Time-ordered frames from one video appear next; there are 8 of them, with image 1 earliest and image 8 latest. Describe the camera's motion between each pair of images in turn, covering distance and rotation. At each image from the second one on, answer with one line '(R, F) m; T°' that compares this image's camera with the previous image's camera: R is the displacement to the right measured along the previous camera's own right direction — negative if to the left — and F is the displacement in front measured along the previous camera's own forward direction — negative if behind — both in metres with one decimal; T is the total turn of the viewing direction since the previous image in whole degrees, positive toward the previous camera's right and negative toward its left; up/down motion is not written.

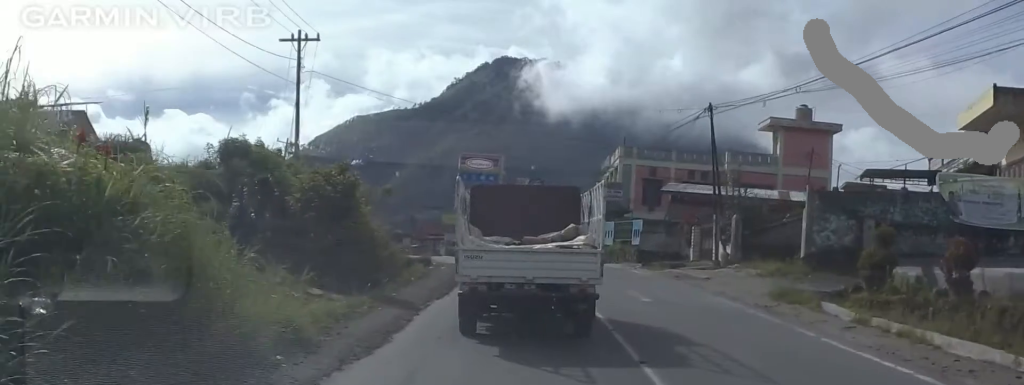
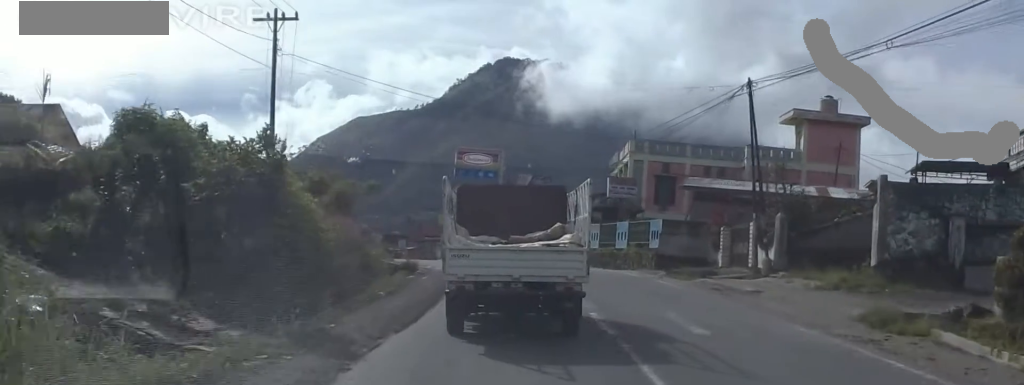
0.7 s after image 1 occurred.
(-0.5, +5.7) m; +3°
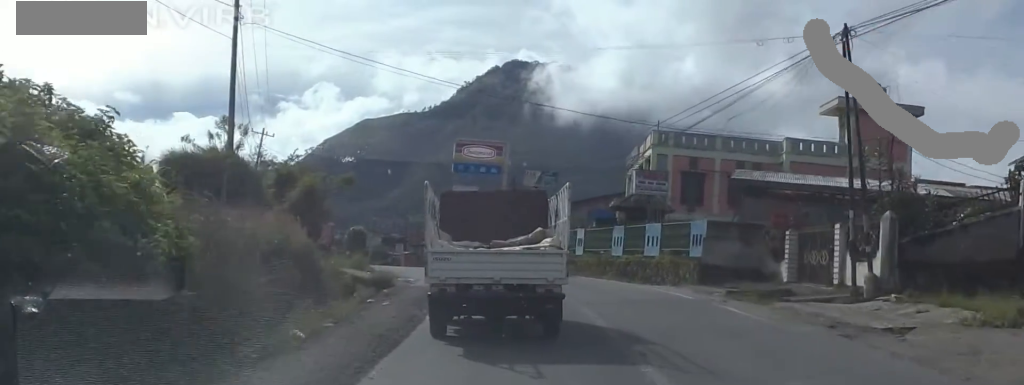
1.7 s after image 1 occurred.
(+0.7, +8.1) m; +2°
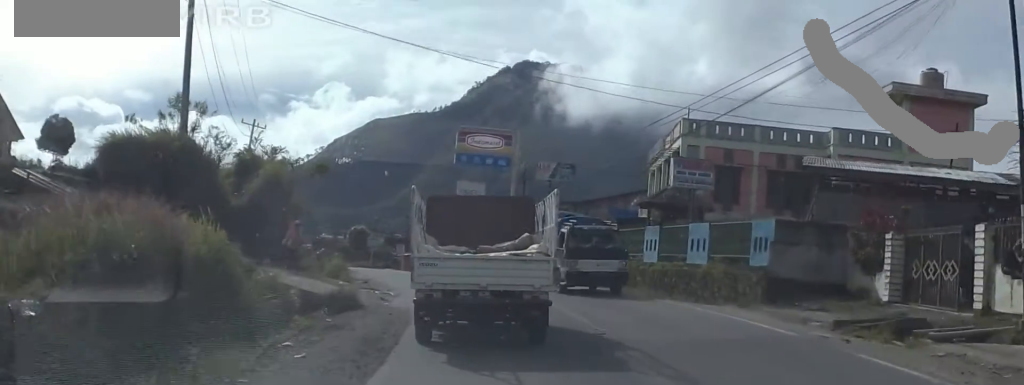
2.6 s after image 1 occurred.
(-0.2, +6.8) m; -3°
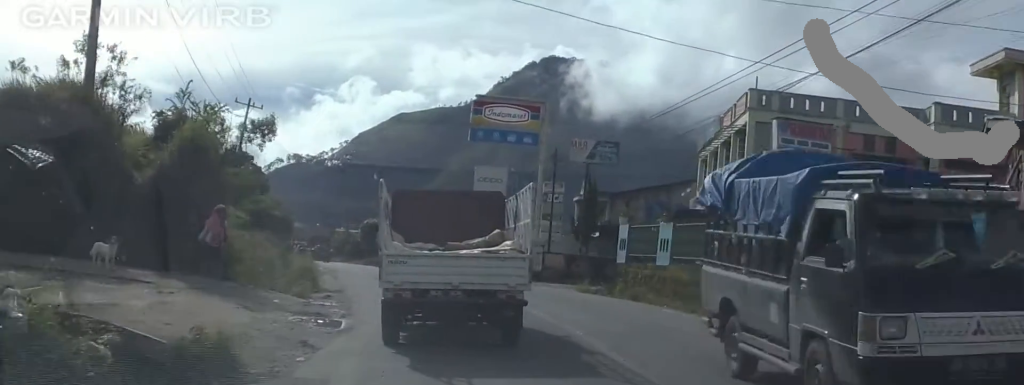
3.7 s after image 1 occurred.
(-0.4, +9.1) m; -4°
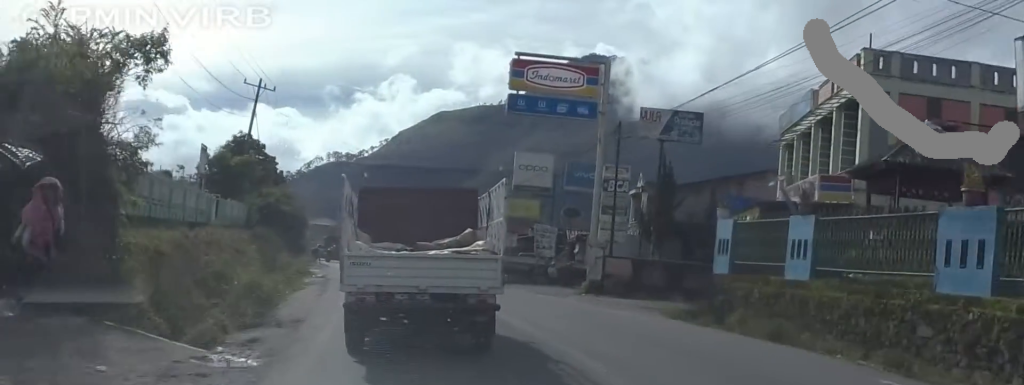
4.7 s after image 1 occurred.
(-0.3, +8.5) m; -5°
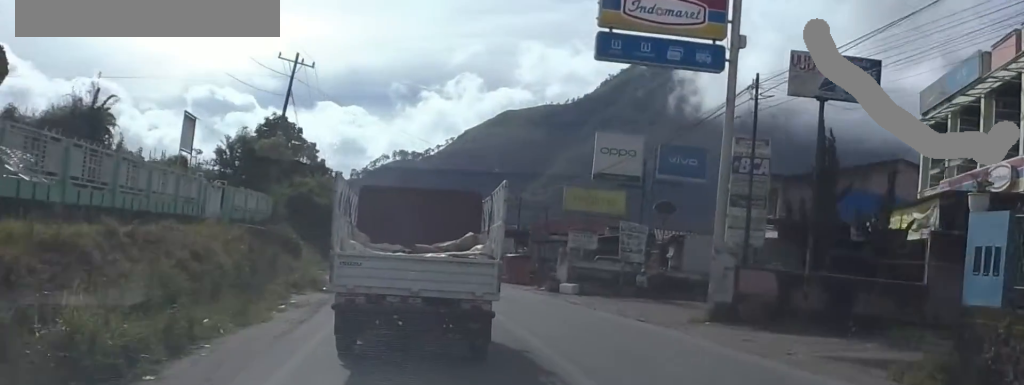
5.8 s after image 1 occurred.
(-0.5, +9.3) m; -3°
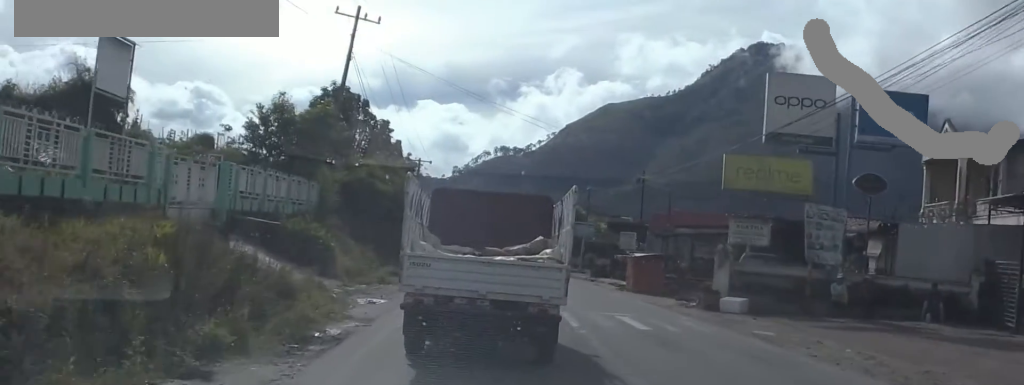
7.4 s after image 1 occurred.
(-0.6, +12.4) m; -8°
